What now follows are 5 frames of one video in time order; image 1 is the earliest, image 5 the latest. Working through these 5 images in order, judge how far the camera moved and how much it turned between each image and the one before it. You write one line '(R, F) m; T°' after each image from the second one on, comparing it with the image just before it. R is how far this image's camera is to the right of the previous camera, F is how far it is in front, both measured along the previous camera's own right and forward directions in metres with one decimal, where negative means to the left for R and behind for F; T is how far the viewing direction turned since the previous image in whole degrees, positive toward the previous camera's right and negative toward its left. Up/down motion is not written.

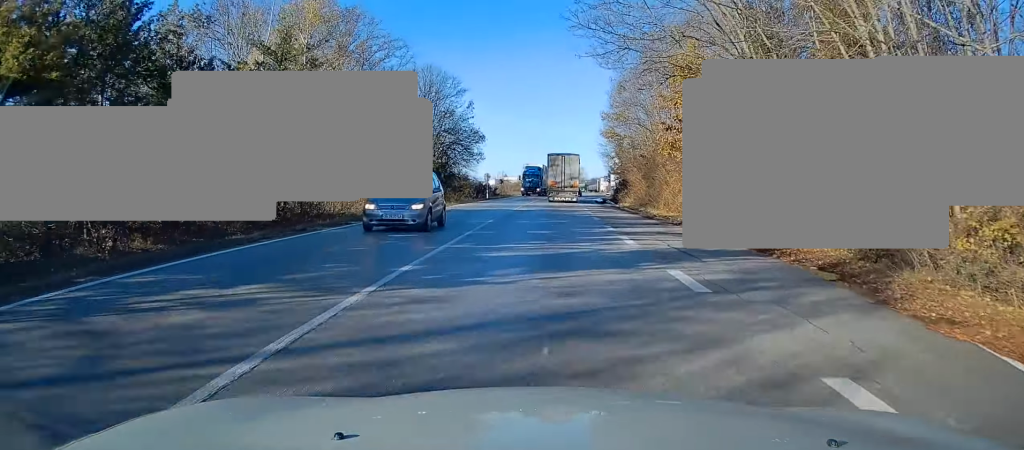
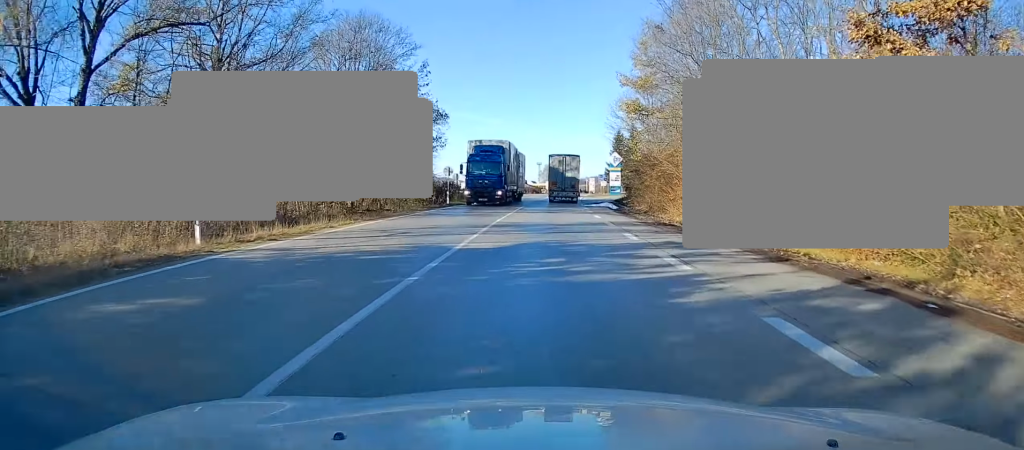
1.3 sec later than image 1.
(+0.4, +21.4) m; +2°
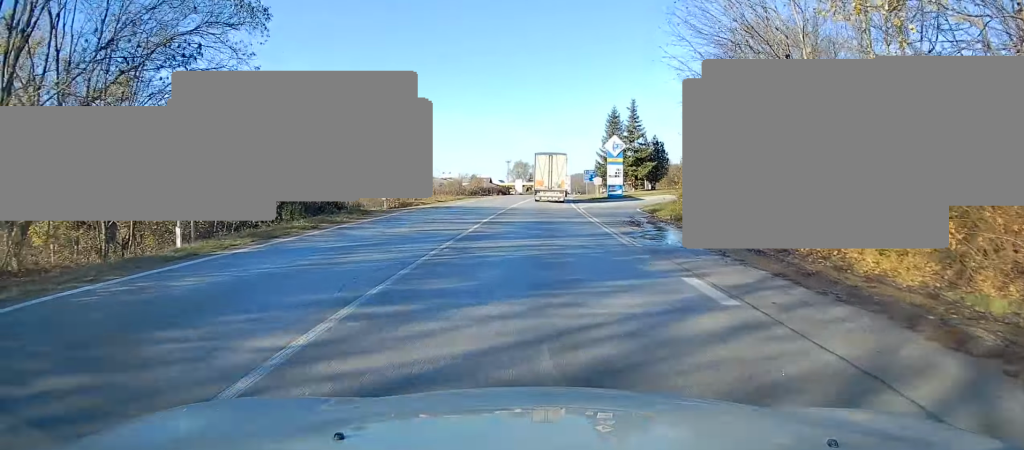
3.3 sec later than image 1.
(+0.9, +32.7) m; +2°
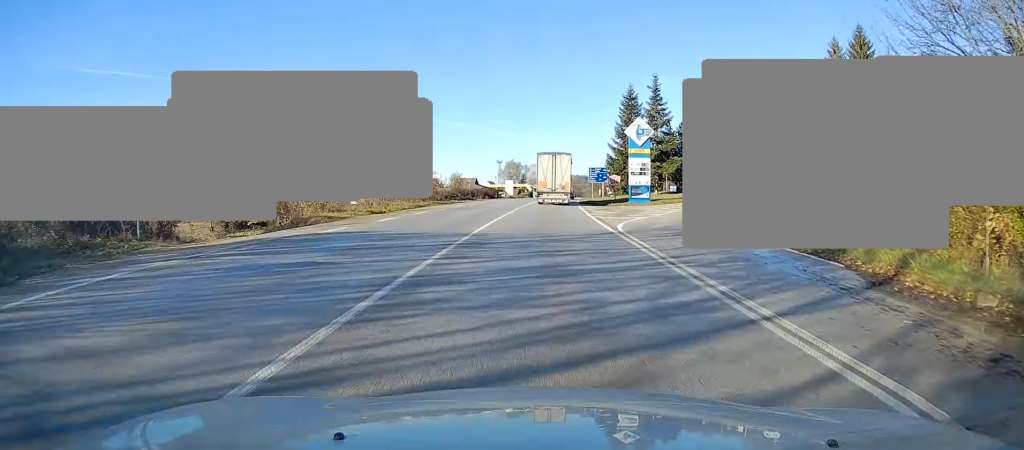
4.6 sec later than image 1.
(0.0, +20.6) m; +1°
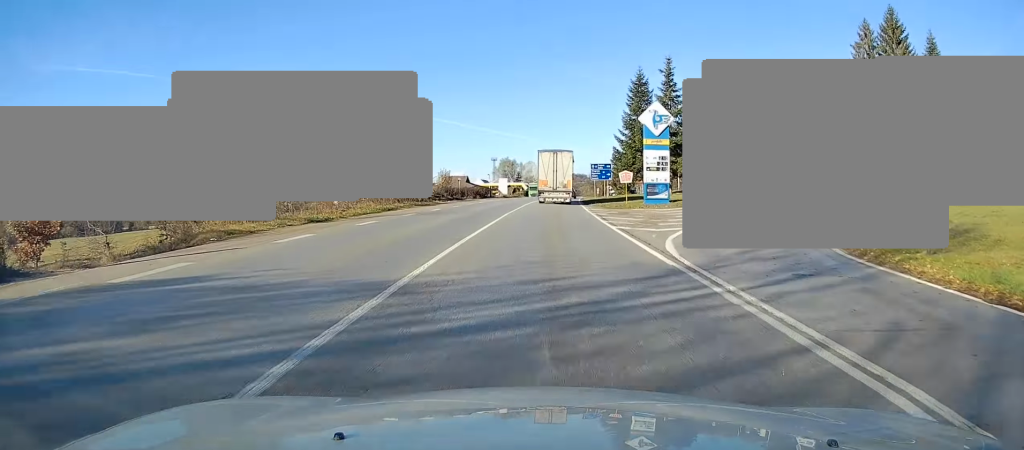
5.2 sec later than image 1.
(+0.2, +8.9) m; +1°
